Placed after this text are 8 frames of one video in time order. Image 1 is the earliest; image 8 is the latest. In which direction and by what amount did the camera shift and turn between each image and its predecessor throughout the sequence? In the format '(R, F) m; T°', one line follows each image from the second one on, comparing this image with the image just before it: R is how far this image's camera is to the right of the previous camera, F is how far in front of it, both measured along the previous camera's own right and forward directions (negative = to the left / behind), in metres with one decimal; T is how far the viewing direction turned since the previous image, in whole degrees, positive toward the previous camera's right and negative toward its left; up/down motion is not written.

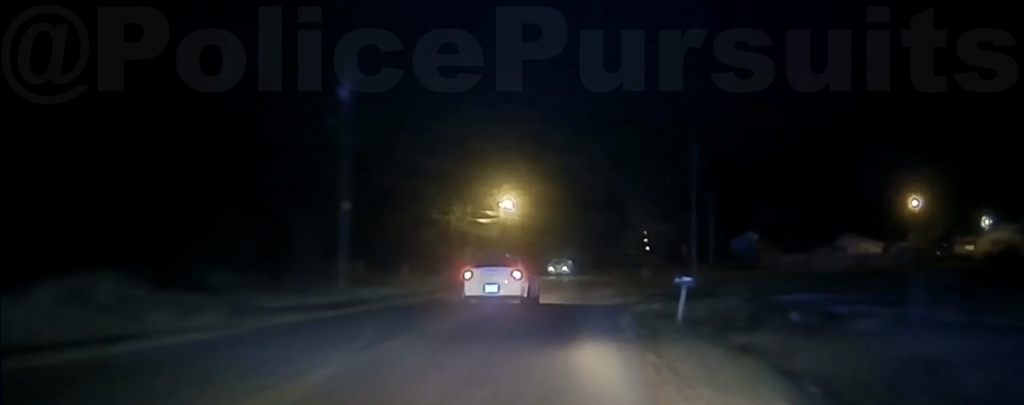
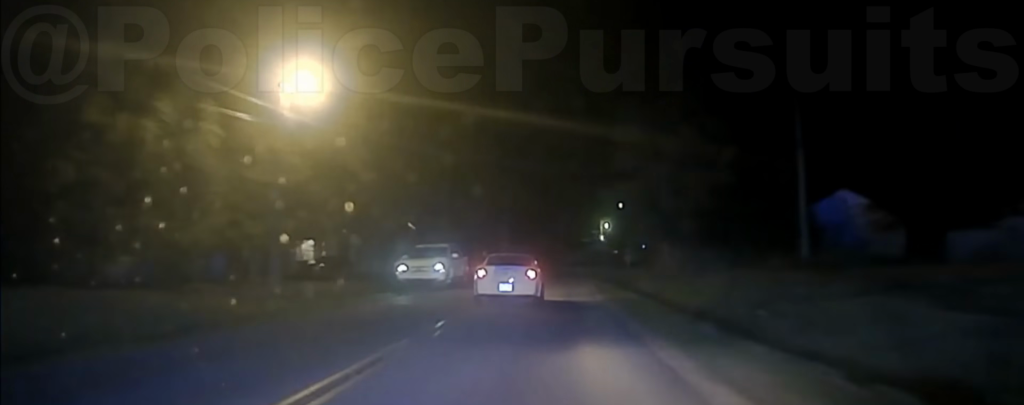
(+4.6, +50.4) m; +8°
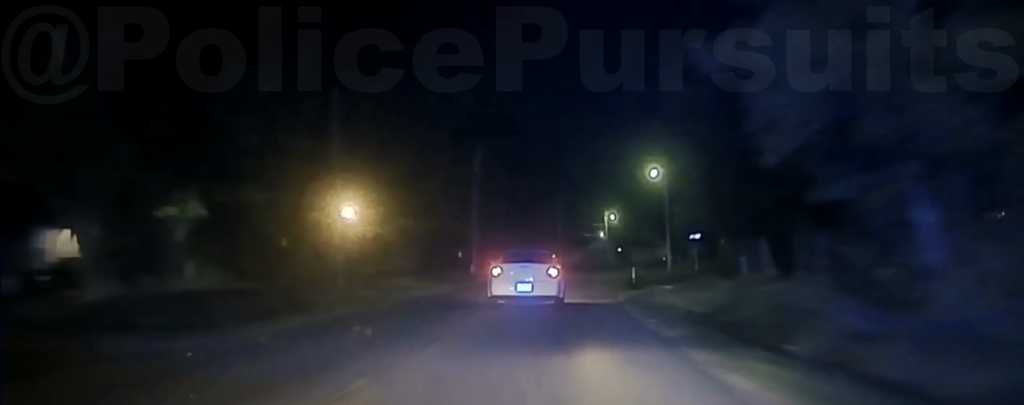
(0.0, +34.7) m; 0°
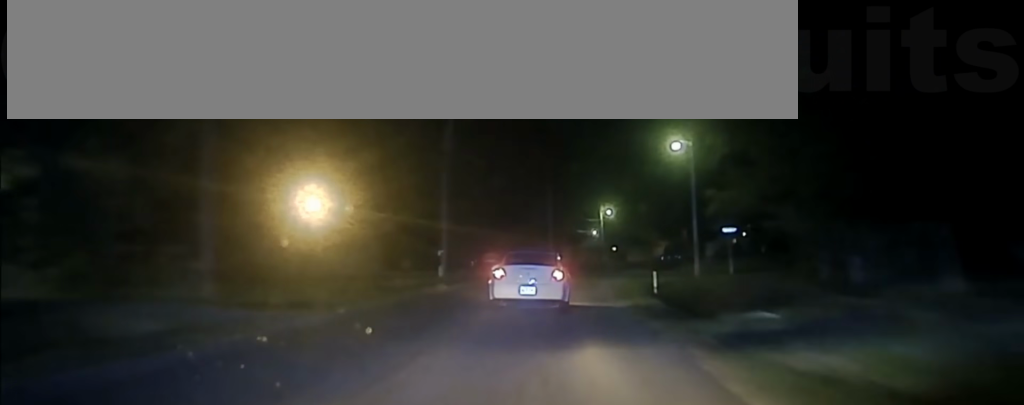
(0.0, +14.5) m; 0°
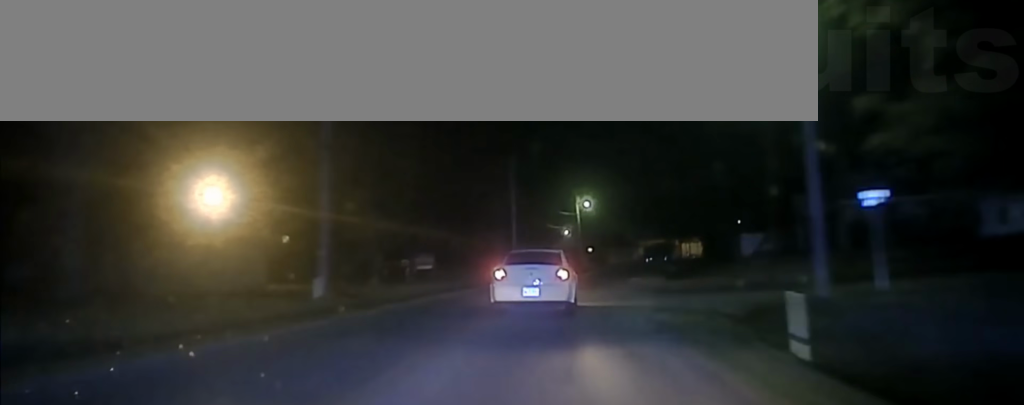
(0.0, +23.3) m; 0°
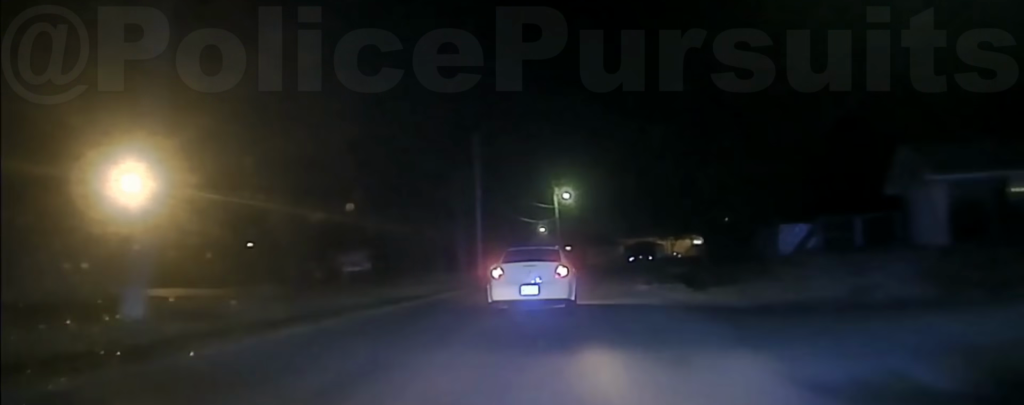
(-0.1, +13.3) m; +1°
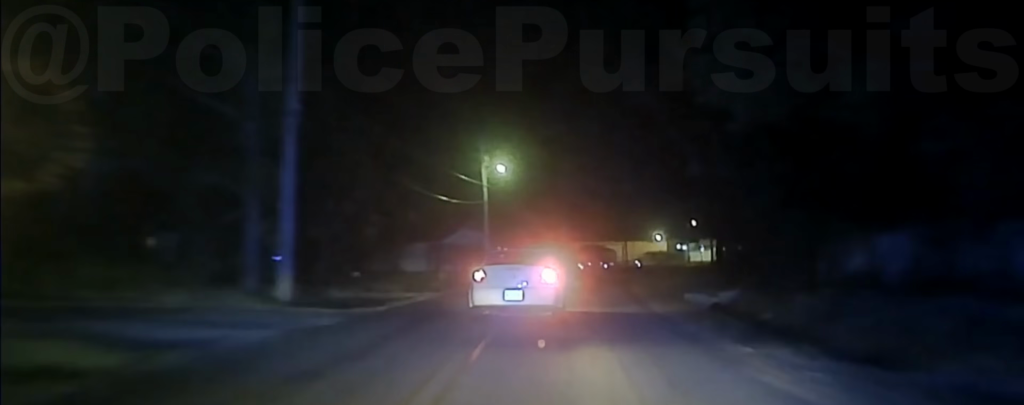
(+0.8, +32.7) m; +4°
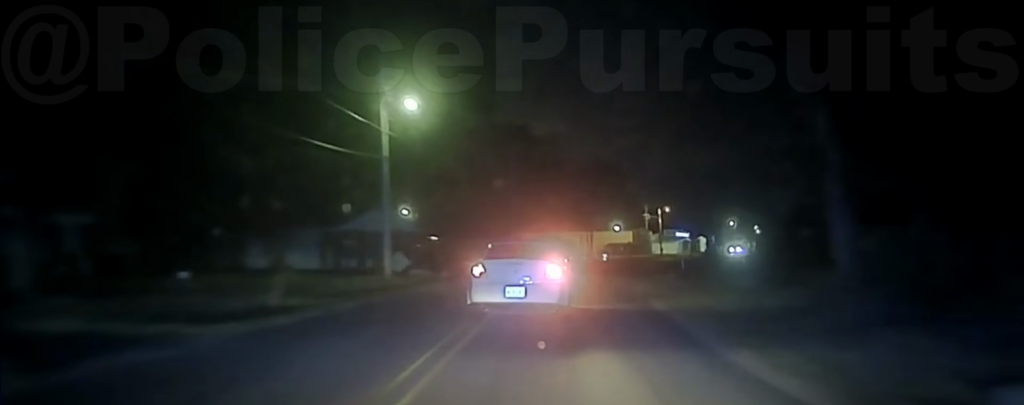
(+0.8, +24.6) m; +3°
